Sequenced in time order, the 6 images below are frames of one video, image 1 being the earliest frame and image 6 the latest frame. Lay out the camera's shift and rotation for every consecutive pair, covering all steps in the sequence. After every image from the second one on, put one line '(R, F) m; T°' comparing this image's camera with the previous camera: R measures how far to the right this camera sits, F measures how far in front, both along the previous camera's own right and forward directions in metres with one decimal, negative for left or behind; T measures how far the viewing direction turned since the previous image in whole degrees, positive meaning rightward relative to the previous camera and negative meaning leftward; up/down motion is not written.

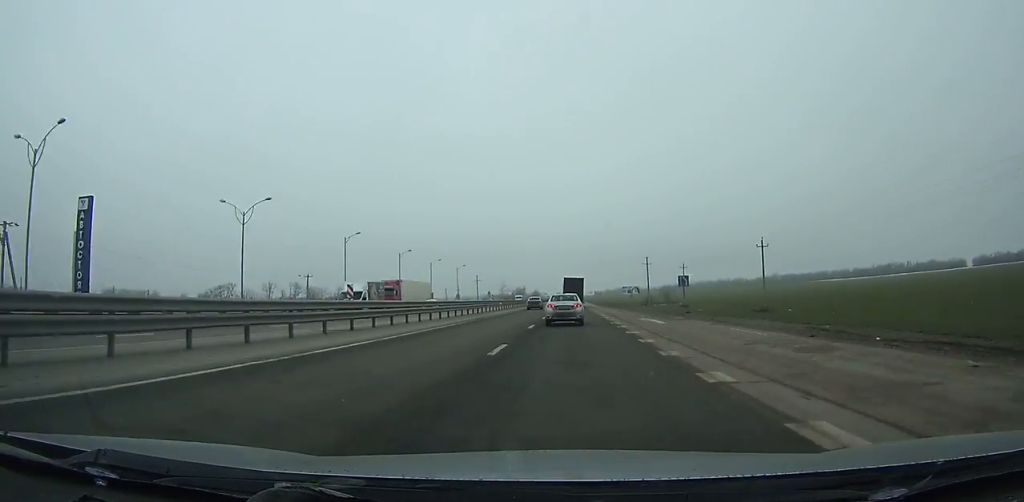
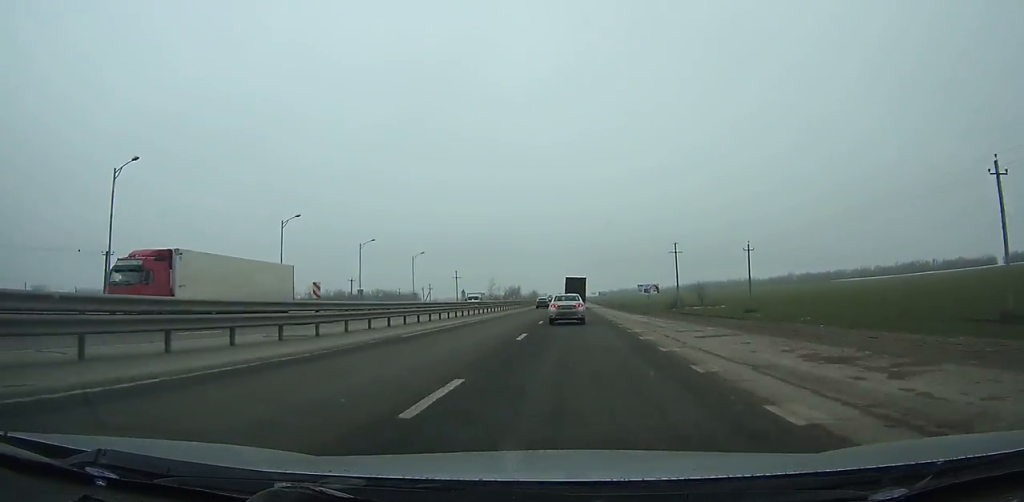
(0.0, +42.9) m; 0°
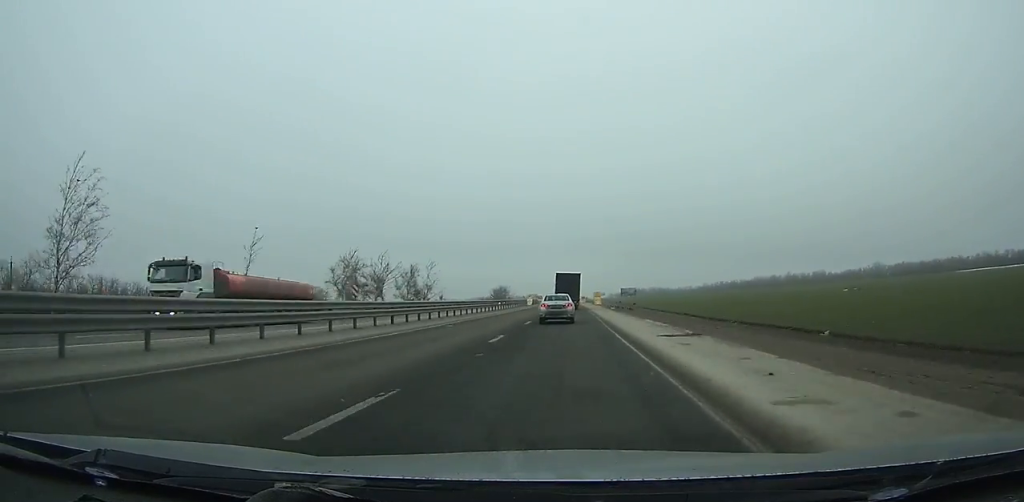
(-1.0, +190.8) m; -1°
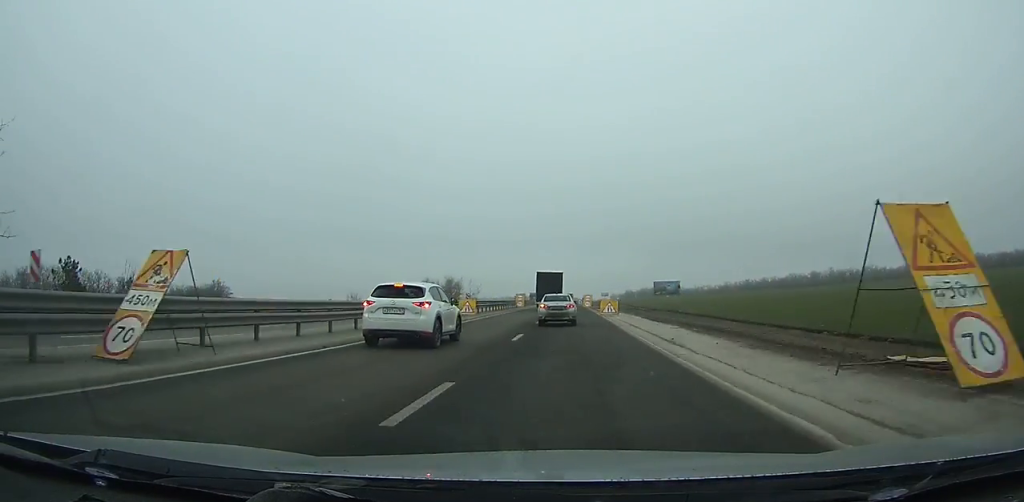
(-0.4, +93.1) m; -1°
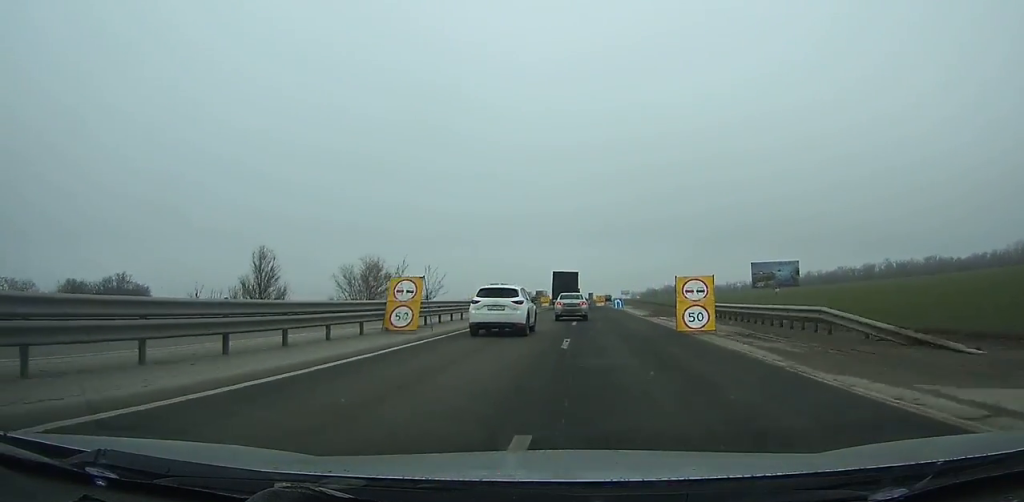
(-1.0, +63.6) m; -1°
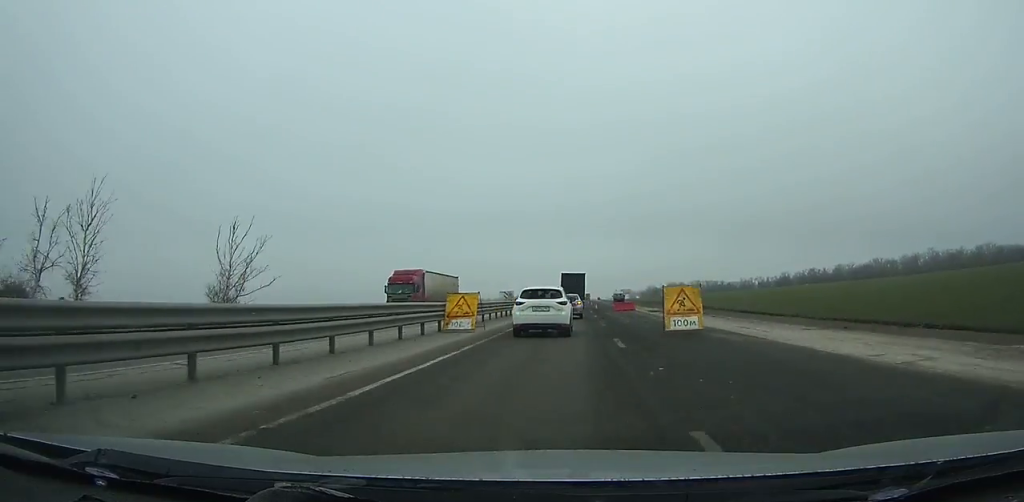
(+0.4, +59.9) m; +1°
